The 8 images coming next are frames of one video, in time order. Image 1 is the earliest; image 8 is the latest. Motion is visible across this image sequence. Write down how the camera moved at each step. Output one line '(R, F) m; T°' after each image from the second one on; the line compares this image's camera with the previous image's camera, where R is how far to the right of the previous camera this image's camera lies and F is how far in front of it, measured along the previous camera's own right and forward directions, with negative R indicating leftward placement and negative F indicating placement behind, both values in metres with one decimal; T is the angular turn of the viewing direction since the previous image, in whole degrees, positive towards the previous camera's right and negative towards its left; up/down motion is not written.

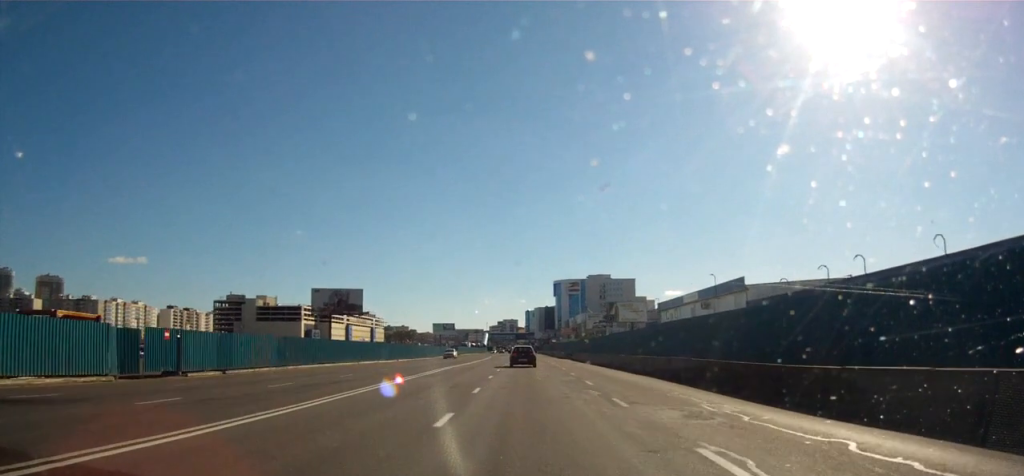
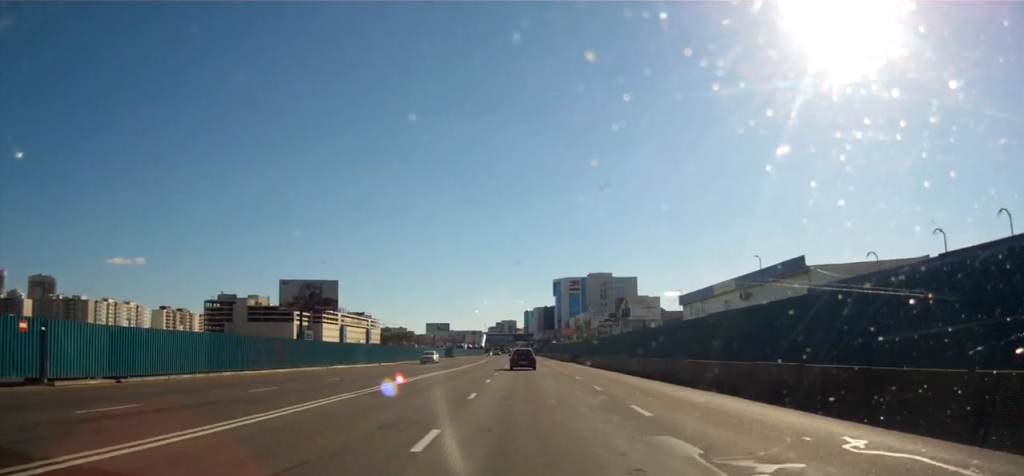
(0.0, +9.8) m; 0°
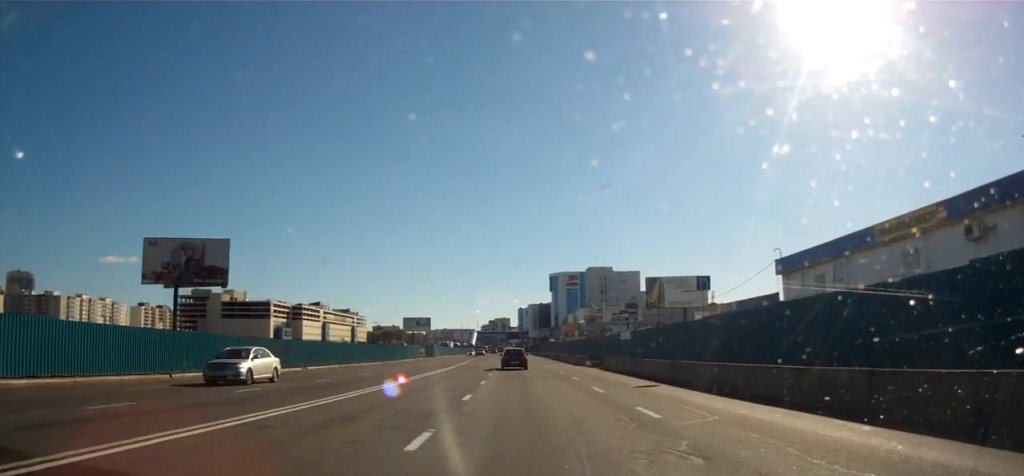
(-0.3, +24.3) m; -1°
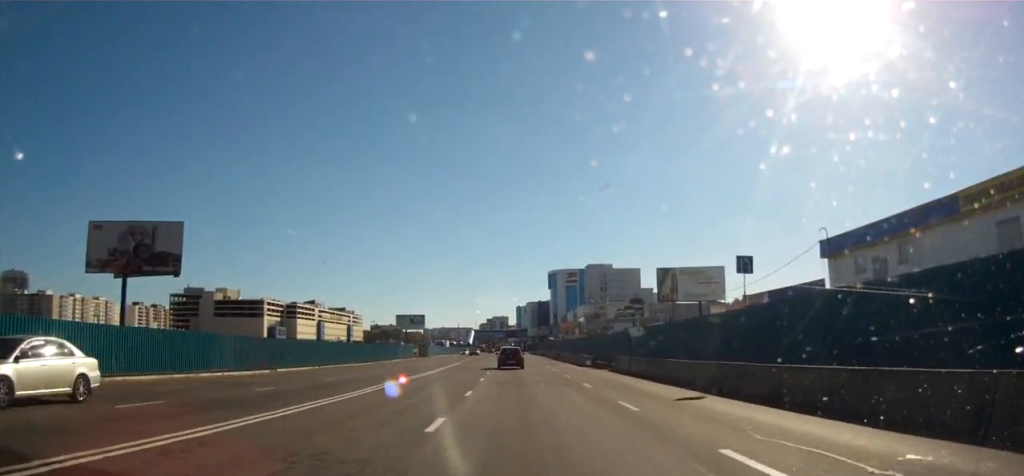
(0.0, +6.1) m; 0°
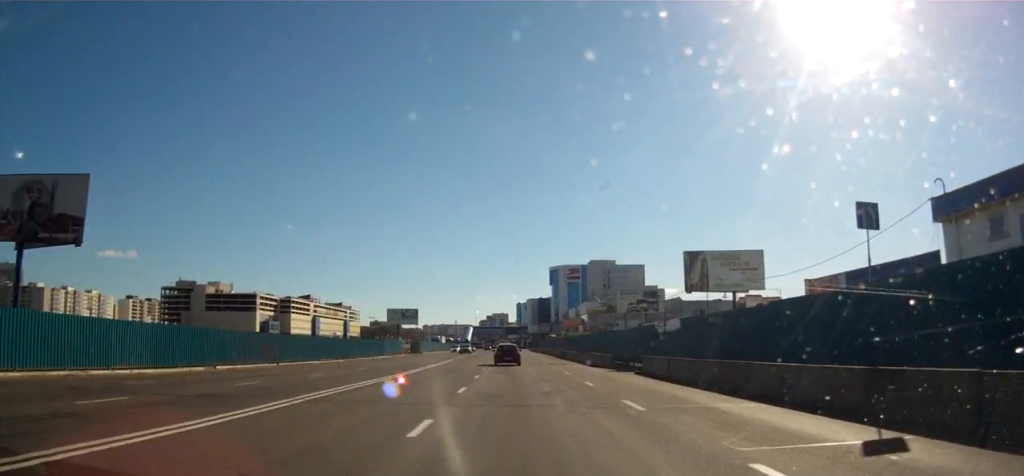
(+0.1, +9.5) m; 0°
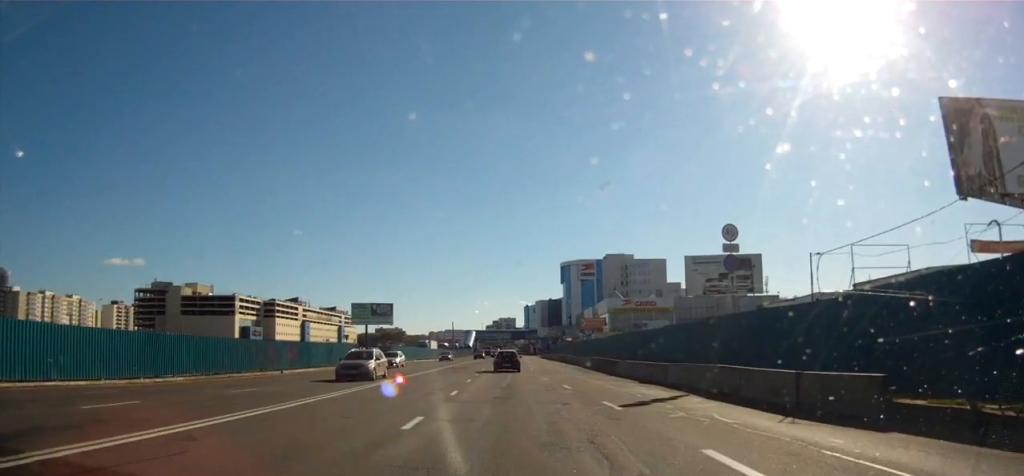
(+0.6, +31.0) m; +2°
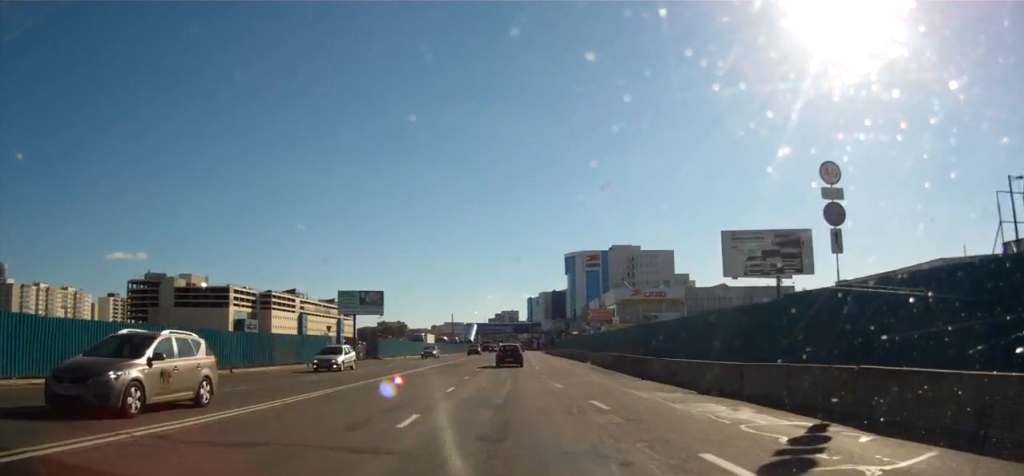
(-0.1, +8.4) m; -1°
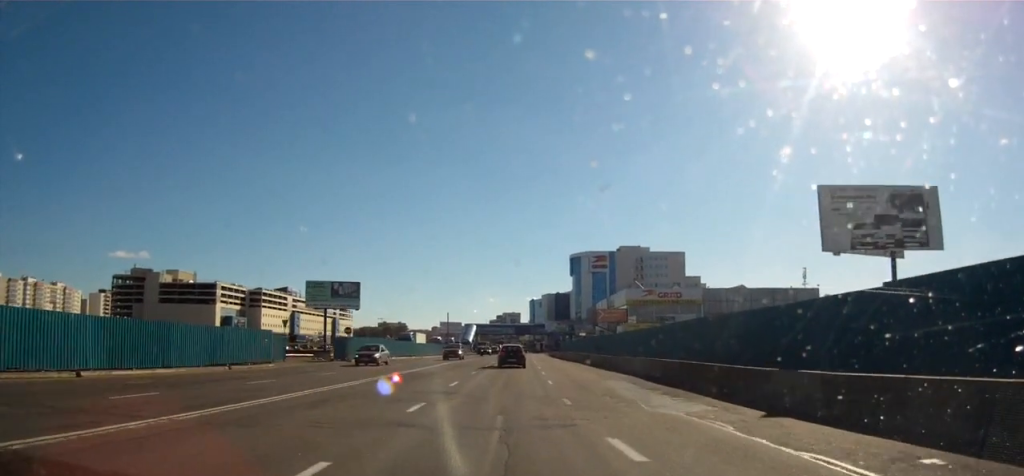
(-0.2, +13.5) m; -1°
